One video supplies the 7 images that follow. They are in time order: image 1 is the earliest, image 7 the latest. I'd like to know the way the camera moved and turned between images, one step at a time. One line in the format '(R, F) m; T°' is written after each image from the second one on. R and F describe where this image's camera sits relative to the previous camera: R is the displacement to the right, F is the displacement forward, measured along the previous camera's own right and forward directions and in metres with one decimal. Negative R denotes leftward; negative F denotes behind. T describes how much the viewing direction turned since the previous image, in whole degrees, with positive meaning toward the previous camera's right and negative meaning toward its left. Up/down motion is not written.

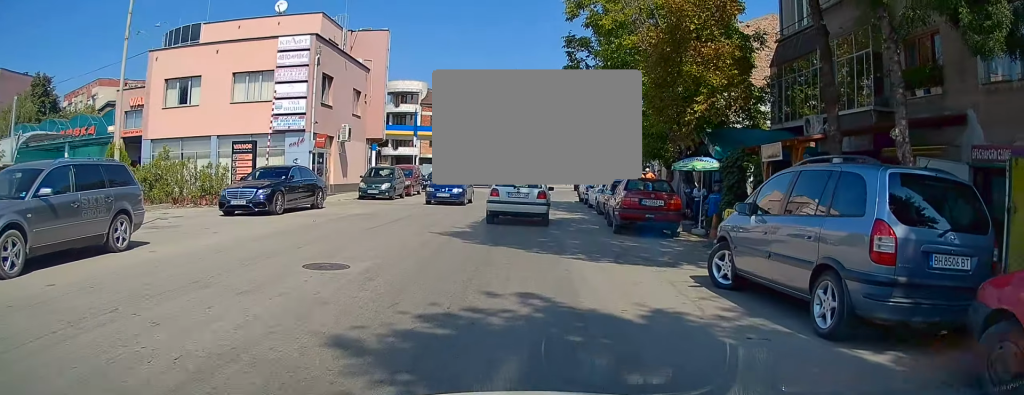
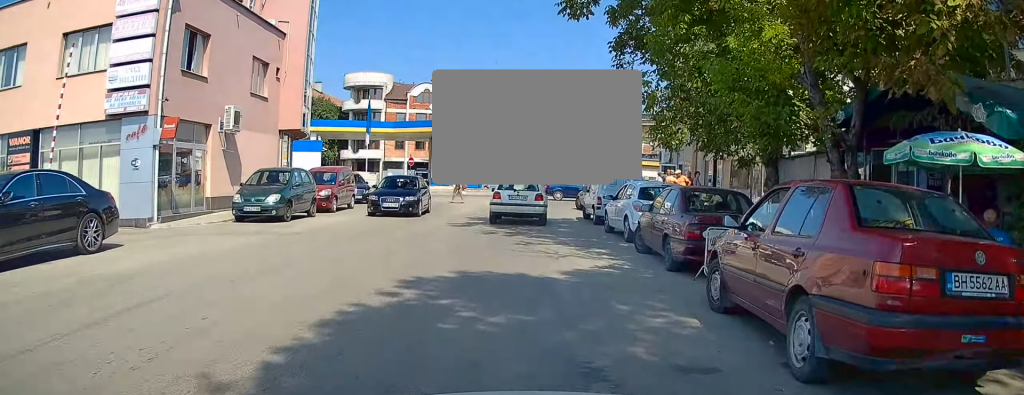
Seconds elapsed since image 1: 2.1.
(-0.1, +12.4) m; -1°
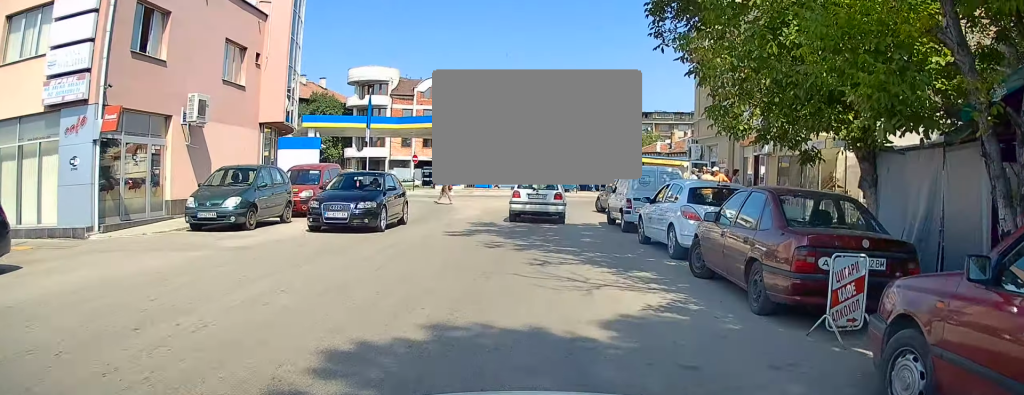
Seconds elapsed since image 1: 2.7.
(0.0, +3.5) m; 0°
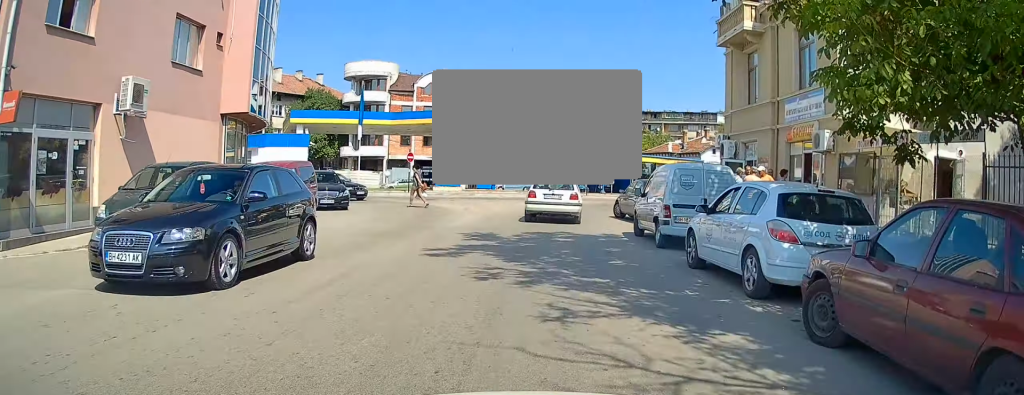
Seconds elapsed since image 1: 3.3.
(0.0, +3.8) m; +1°
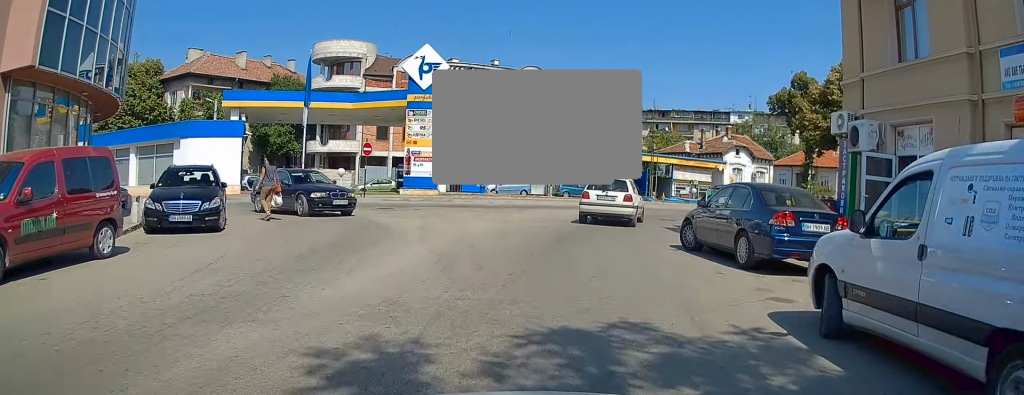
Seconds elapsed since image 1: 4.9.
(+0.2, +10.6) m; +2°
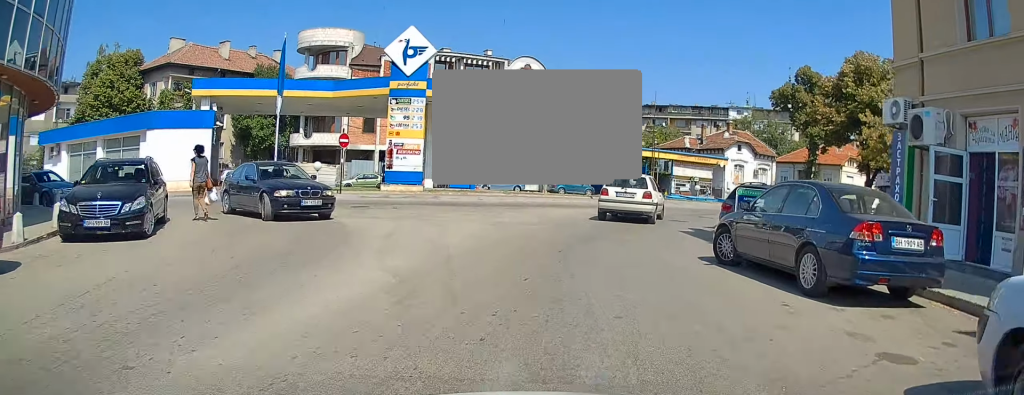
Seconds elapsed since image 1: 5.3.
(-0.1, +2.9) m; +1°
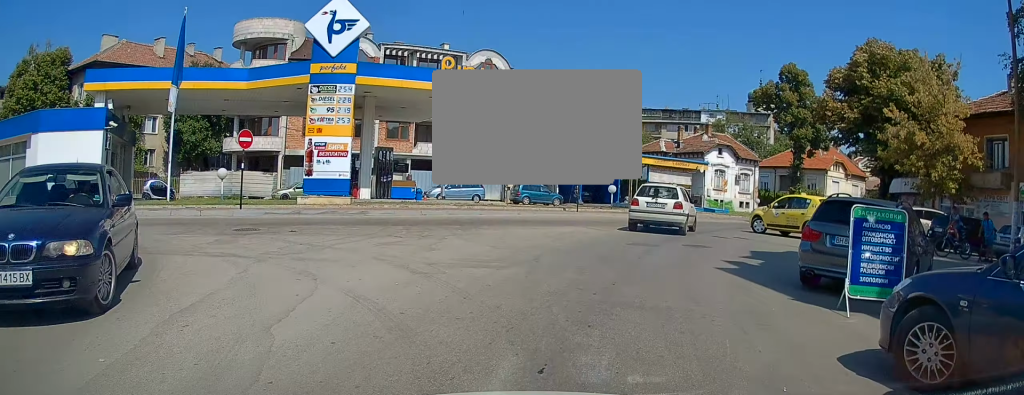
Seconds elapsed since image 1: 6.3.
(+0.2, +6.5) m; +3°
